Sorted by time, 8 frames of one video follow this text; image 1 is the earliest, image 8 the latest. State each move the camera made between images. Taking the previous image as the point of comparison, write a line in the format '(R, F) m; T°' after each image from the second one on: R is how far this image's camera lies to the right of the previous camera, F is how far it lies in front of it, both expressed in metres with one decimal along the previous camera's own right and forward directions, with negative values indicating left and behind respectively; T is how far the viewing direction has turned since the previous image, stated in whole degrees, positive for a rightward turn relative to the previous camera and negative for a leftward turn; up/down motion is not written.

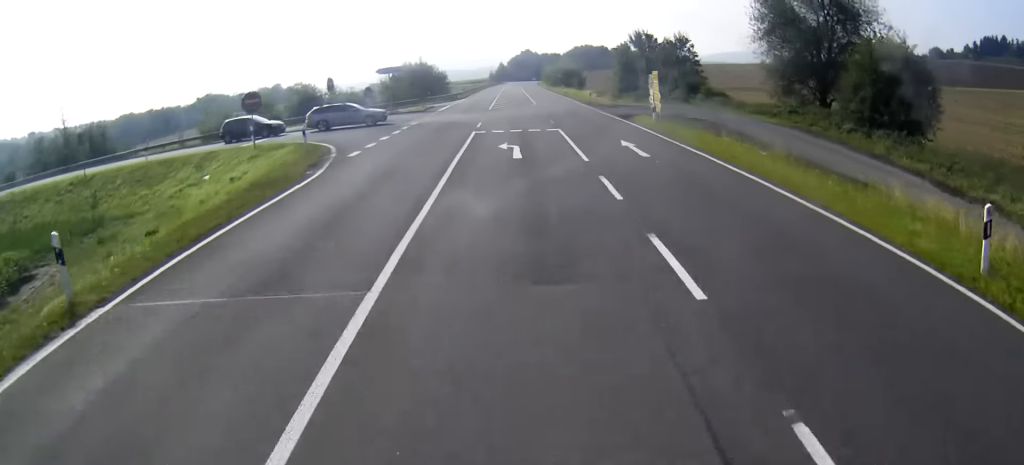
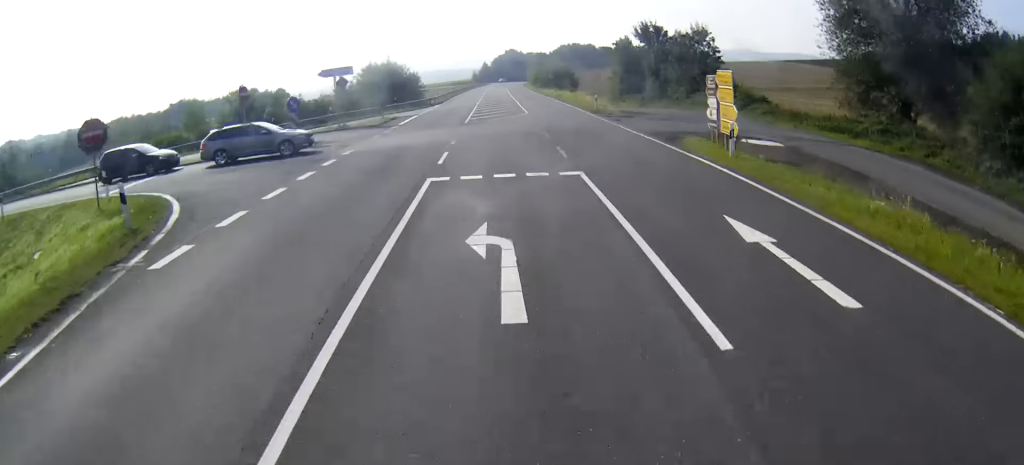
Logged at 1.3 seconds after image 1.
(+0.2, +14.6) m; +1°
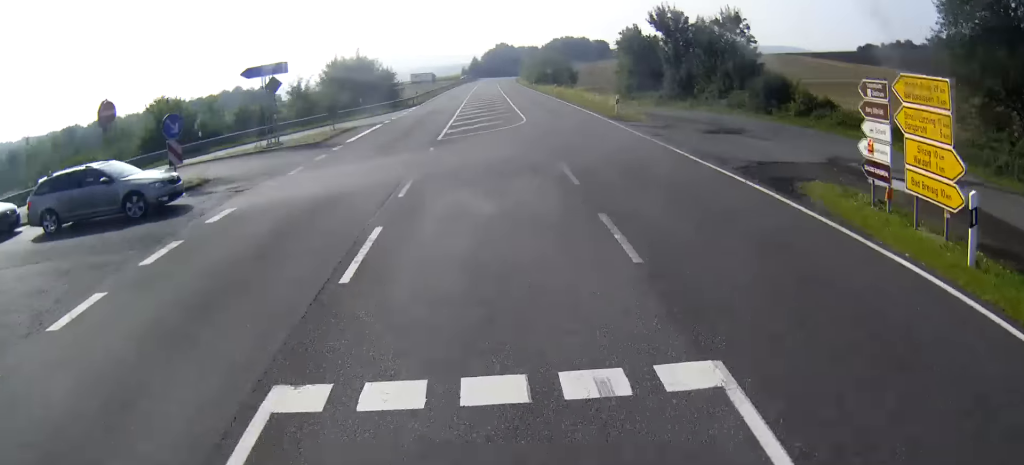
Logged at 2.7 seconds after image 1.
(0.0, +14.2) m; +1°
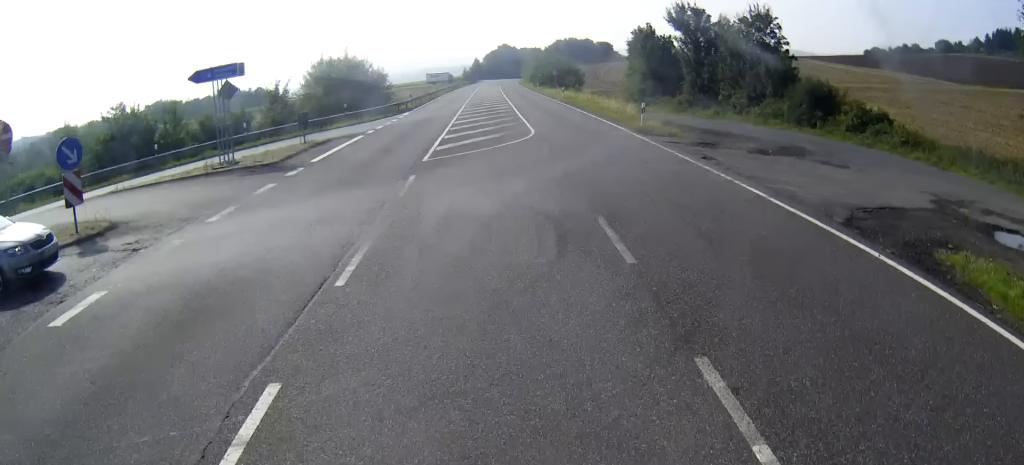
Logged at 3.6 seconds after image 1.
(+0.1, +7.5) m; 0°
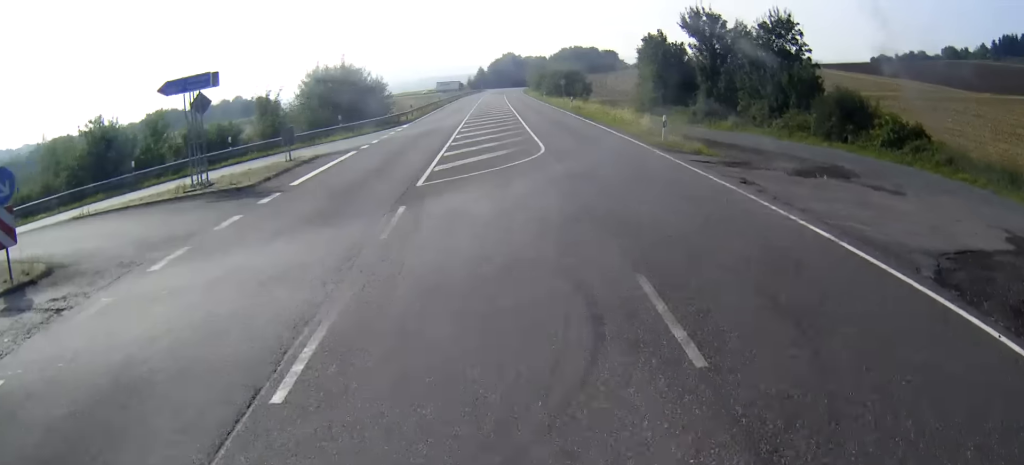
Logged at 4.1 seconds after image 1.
(0.0, +3.5) m; 0°
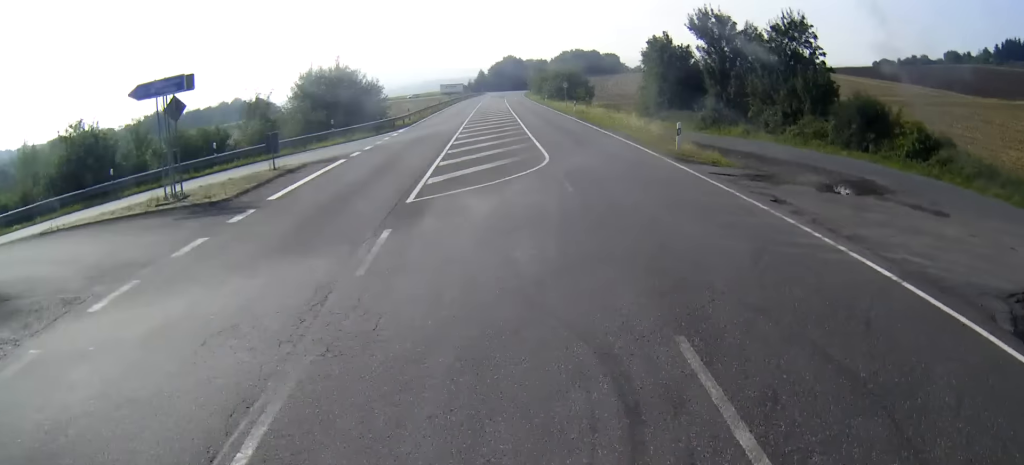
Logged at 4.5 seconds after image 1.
(0.0, +2.5) m; 0°
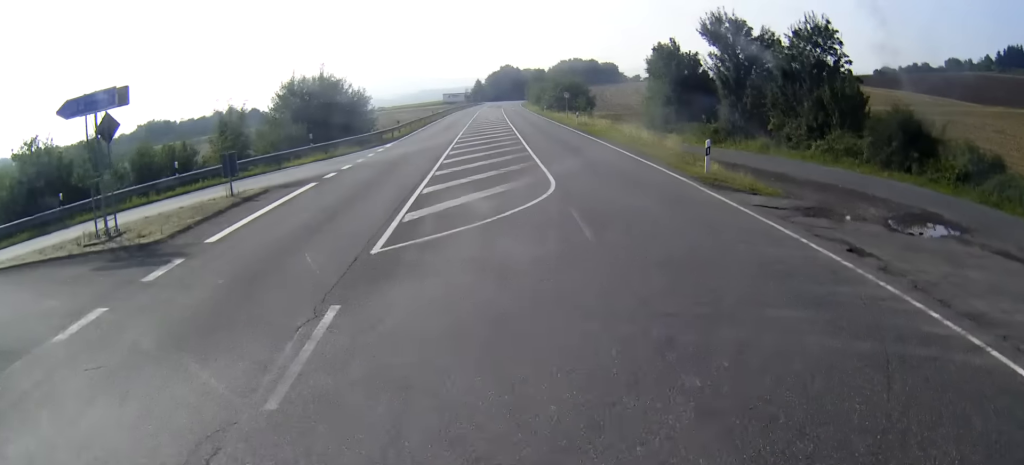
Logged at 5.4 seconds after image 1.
(0.0, +4.6) m; +1°
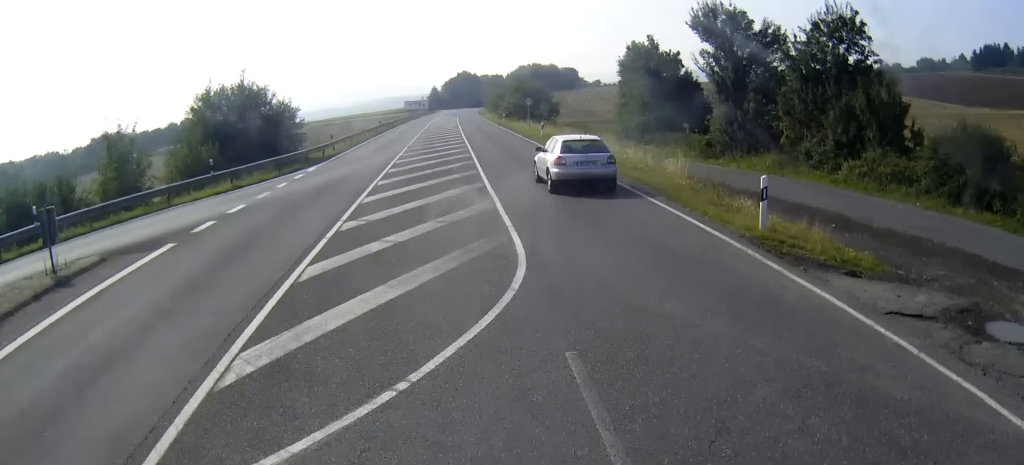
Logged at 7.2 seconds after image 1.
(+0.2, +8.5) m; +2°
